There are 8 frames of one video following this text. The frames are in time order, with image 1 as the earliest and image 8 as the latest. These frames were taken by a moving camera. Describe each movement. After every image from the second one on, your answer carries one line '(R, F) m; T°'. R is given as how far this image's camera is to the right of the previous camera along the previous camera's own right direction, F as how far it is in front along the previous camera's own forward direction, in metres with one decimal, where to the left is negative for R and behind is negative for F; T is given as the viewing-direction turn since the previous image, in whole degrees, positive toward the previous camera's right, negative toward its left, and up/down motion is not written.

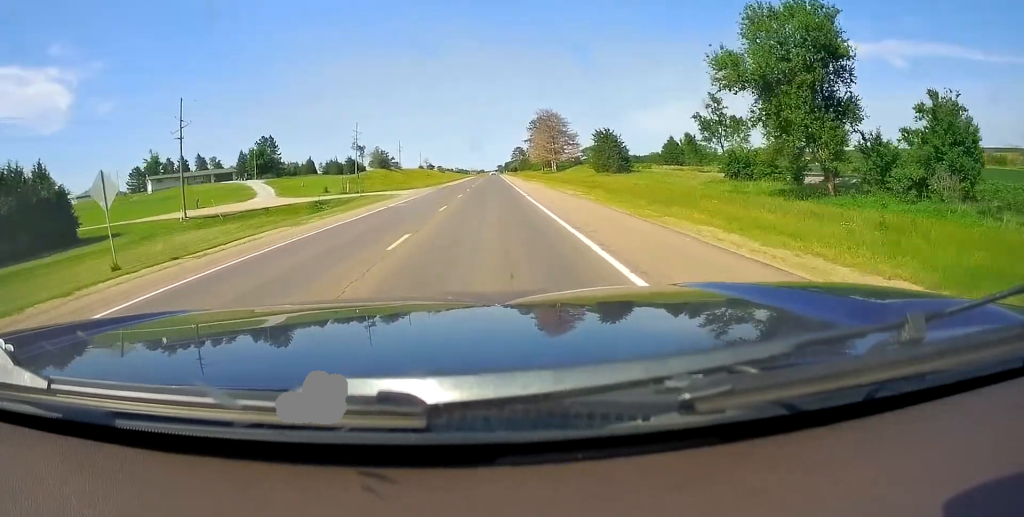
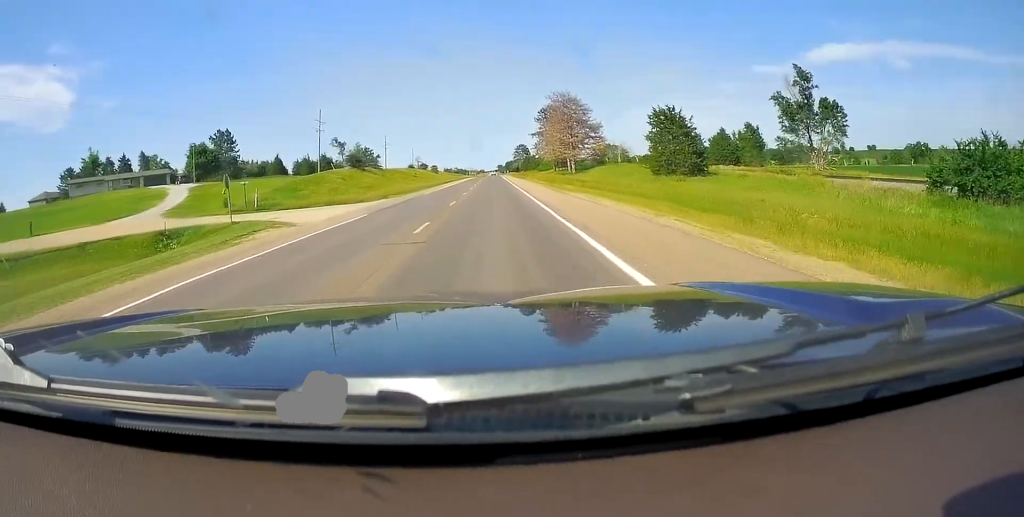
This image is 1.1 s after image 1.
(+0.2, +32.3) m; +1°
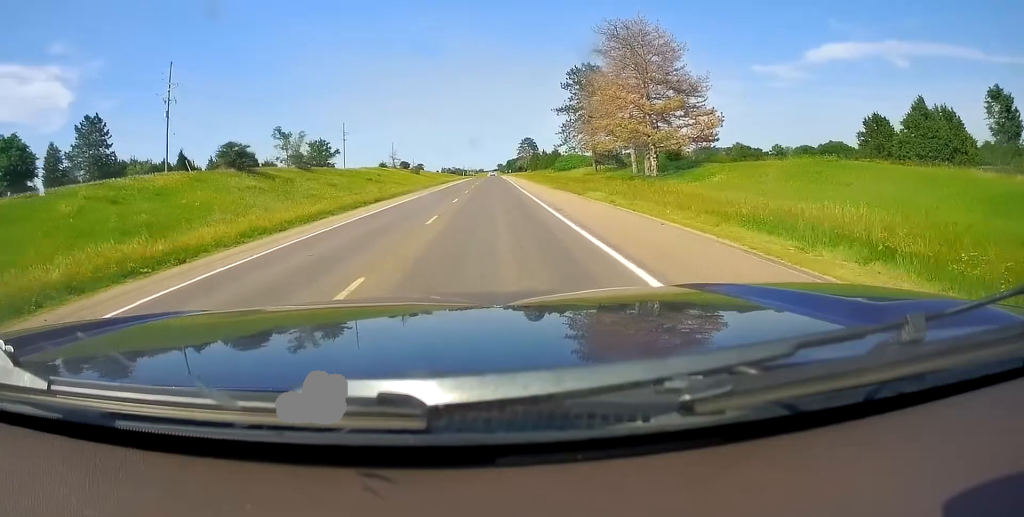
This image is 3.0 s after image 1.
(+0.8, +57.8) m; 0°
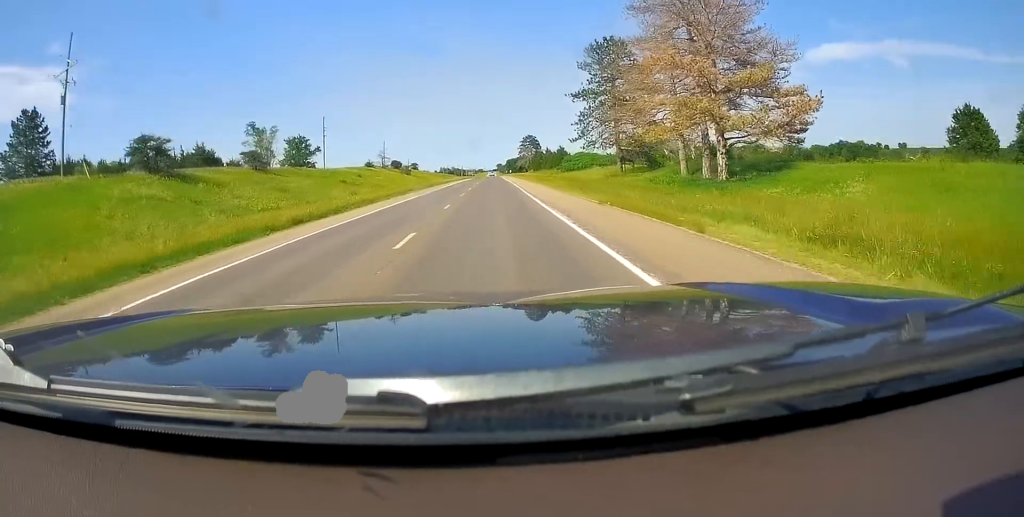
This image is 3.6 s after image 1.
(-0.2, +18.0) m; 0°
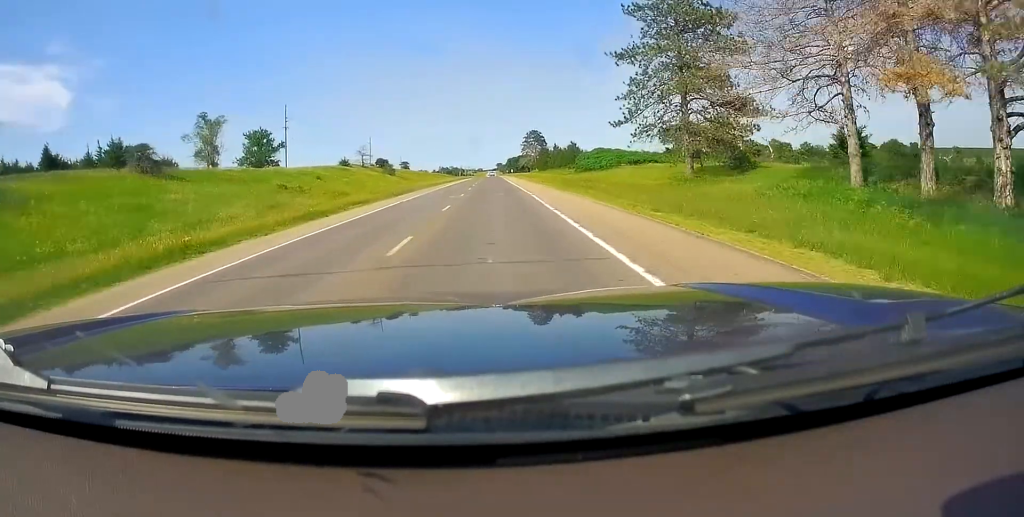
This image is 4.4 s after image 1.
(-0.1, +25.8) m; -1°
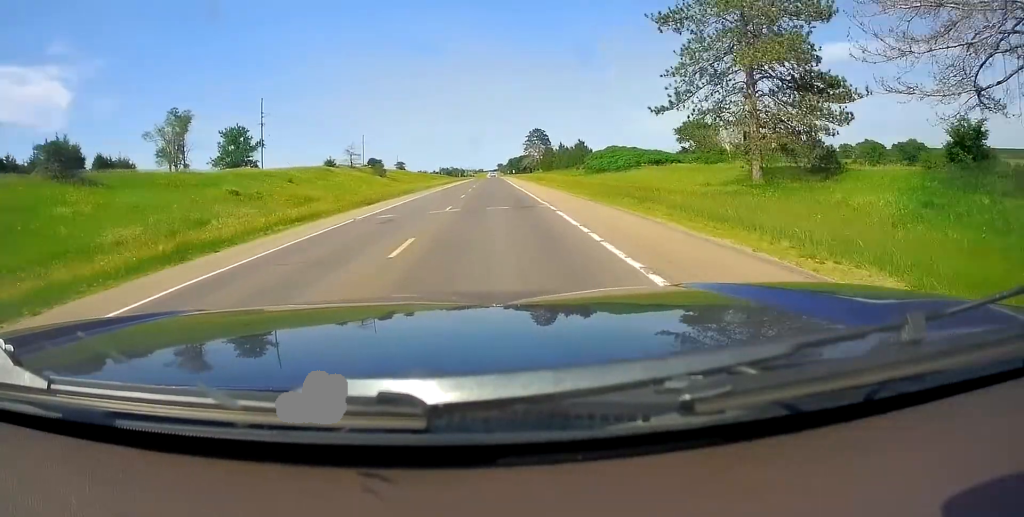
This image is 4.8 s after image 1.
(+0.2, +12.4) m; 0°
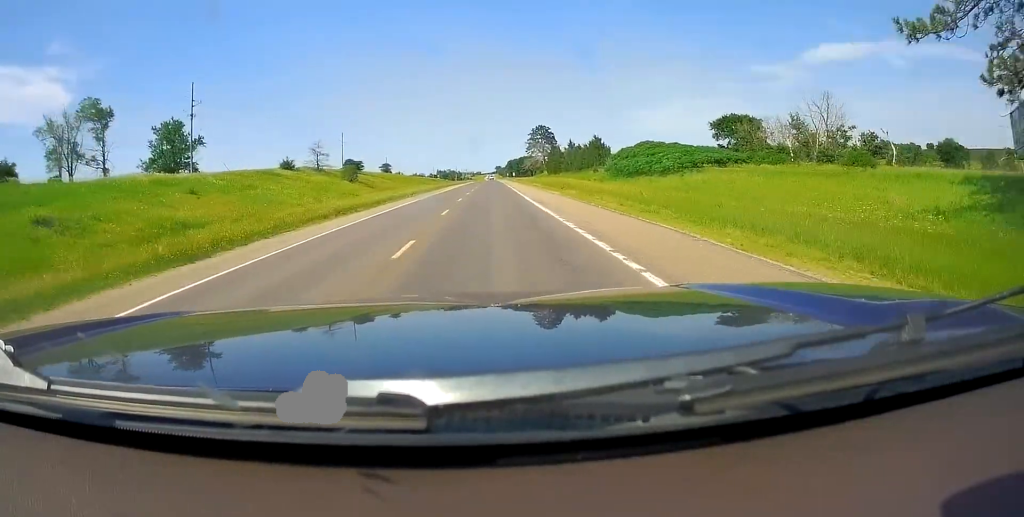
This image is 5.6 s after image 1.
(-0.5, +24.1) m; 0°
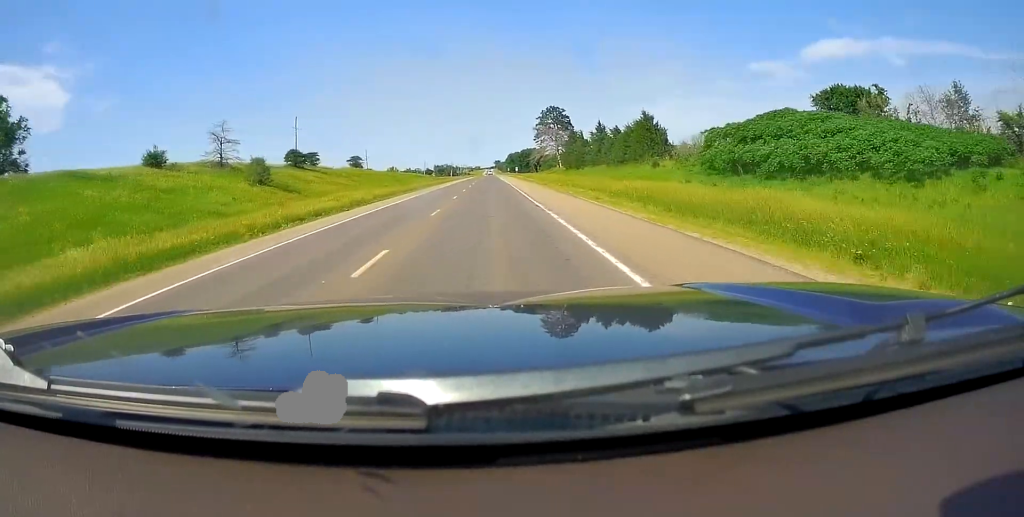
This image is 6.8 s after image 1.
(+0.9, +38.7) m; +1°
